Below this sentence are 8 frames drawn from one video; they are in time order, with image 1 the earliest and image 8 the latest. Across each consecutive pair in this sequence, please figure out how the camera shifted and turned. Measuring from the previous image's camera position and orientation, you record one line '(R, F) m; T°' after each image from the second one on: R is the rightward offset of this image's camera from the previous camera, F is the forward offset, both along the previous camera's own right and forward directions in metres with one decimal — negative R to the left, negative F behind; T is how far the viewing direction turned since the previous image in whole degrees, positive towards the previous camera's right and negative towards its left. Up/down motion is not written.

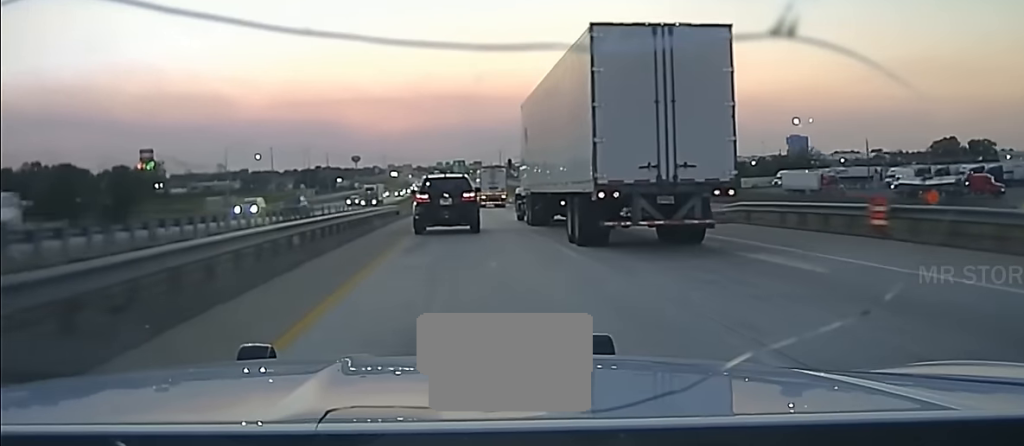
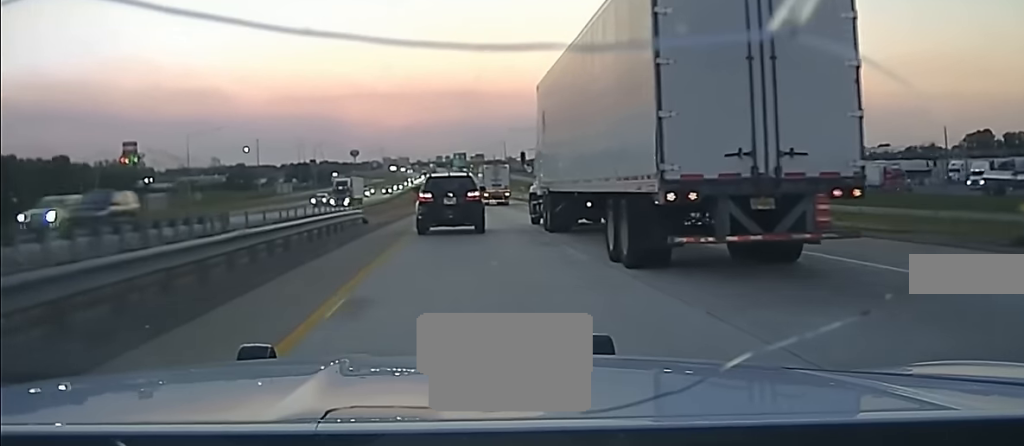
(0.0, +33.9) m; 0°
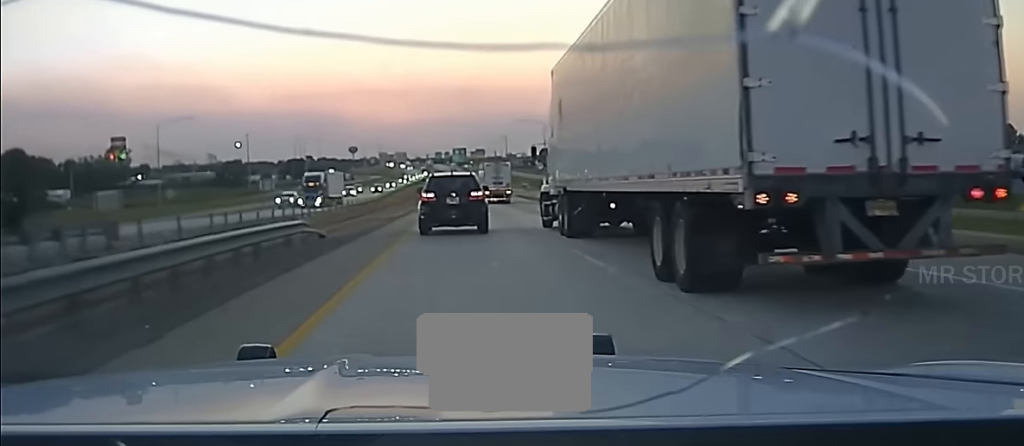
(0.0, +18.1) m; 0°
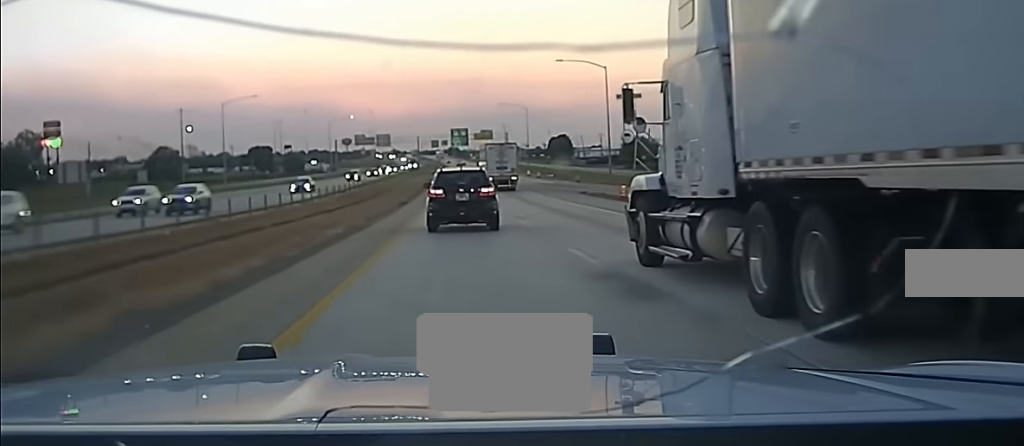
(0.0, +71.1) m; -1°
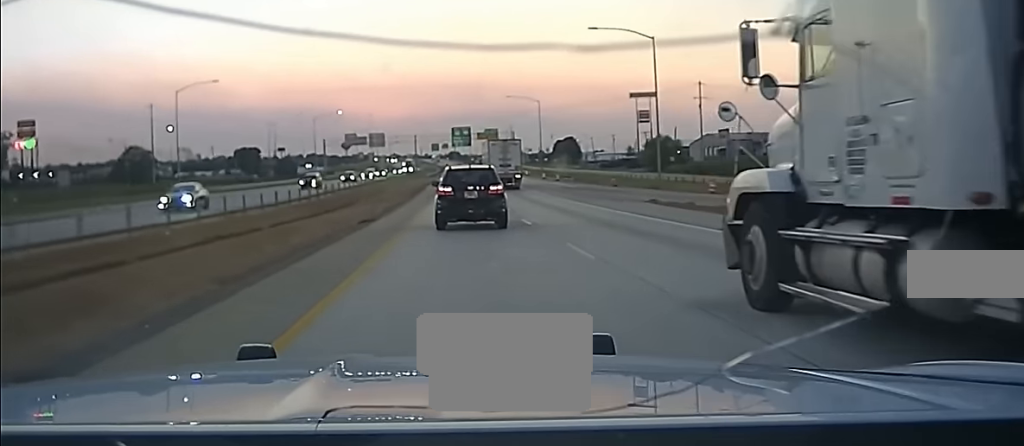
(-0.3, +26.8) m; 0°
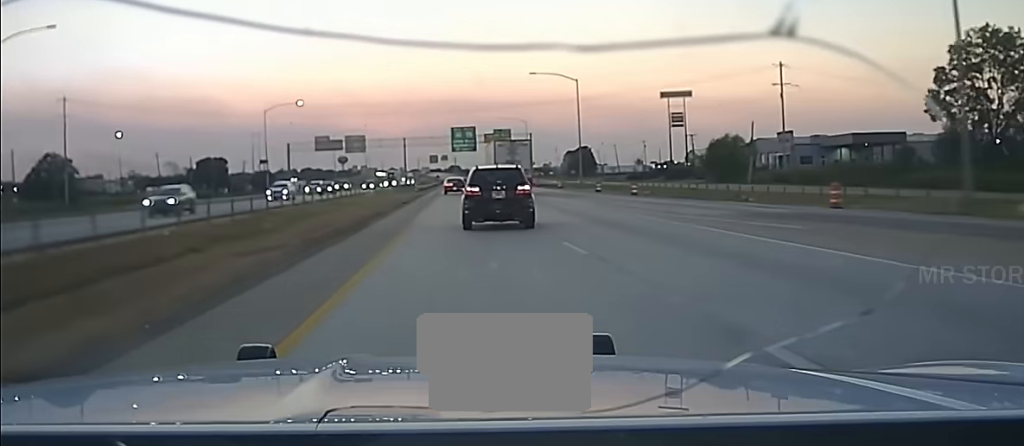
(-0.1, +25.9) m; 0°
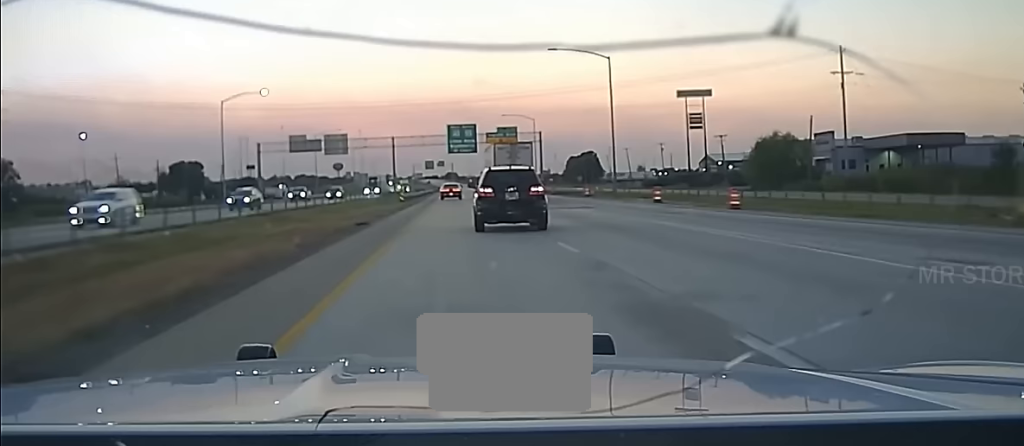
(+0.2, +28.8) m; +1°
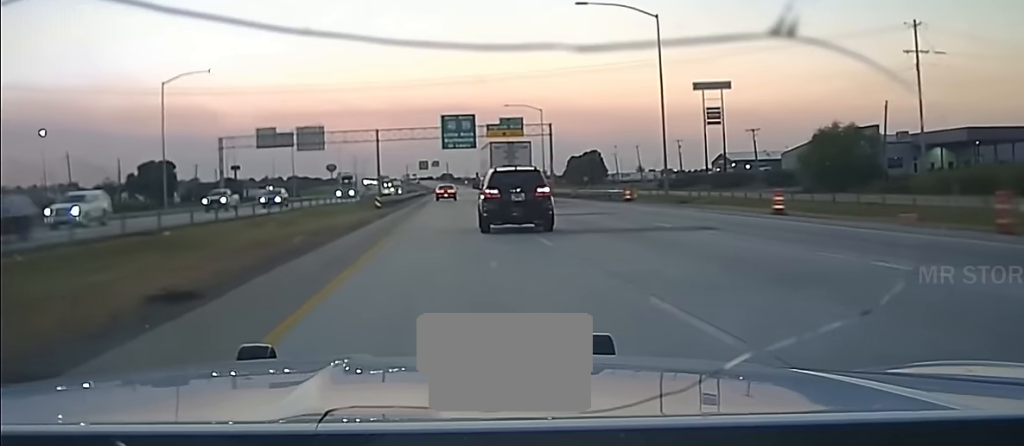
(+0.1, +31.0) m; 0°
